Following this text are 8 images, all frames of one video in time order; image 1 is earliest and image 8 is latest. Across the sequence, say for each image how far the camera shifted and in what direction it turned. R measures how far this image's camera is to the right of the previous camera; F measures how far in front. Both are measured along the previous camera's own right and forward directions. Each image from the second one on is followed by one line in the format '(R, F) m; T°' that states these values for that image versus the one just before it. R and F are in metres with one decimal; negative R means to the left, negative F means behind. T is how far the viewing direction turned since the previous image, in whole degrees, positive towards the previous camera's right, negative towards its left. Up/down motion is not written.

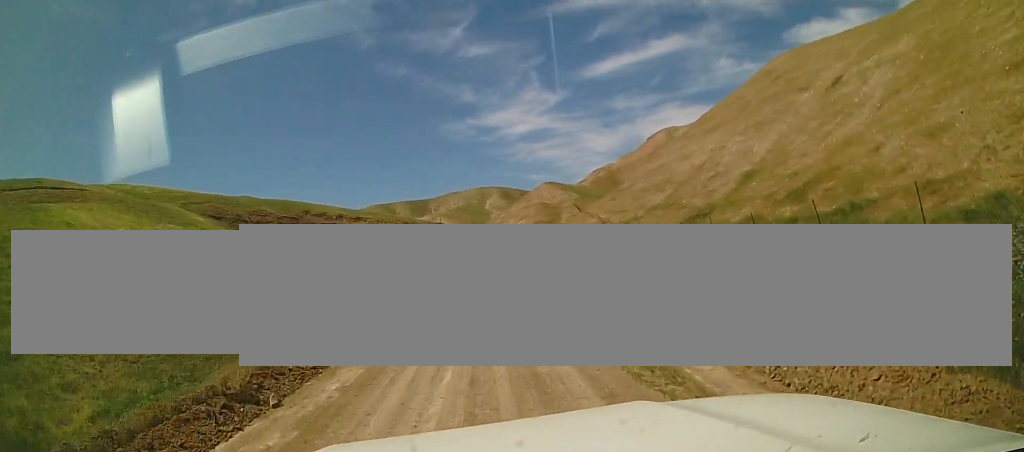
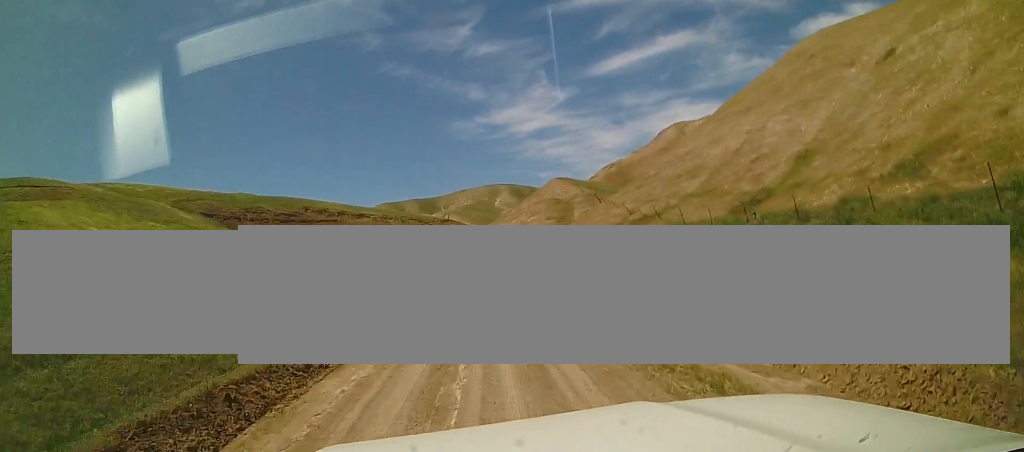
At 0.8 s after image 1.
(-0.2, +6.7) m; -2°
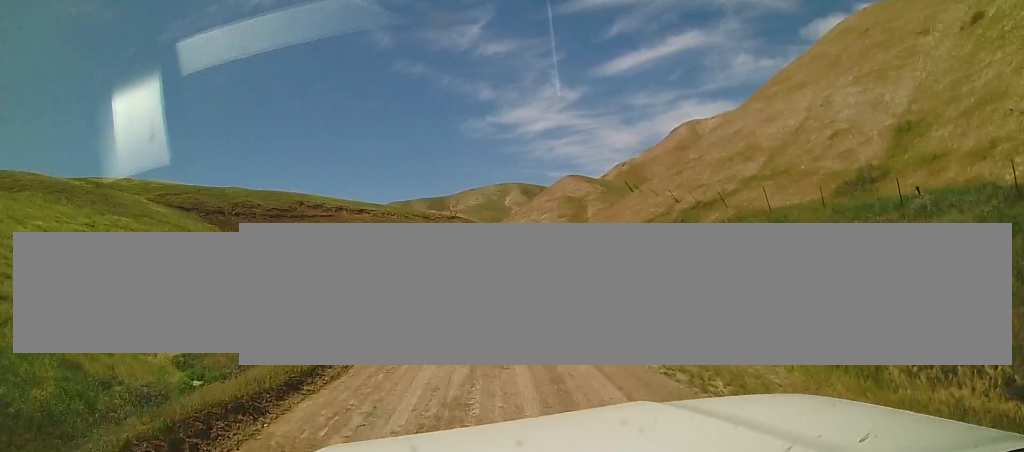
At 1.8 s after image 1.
(-0.2, +9.2) m; +1°
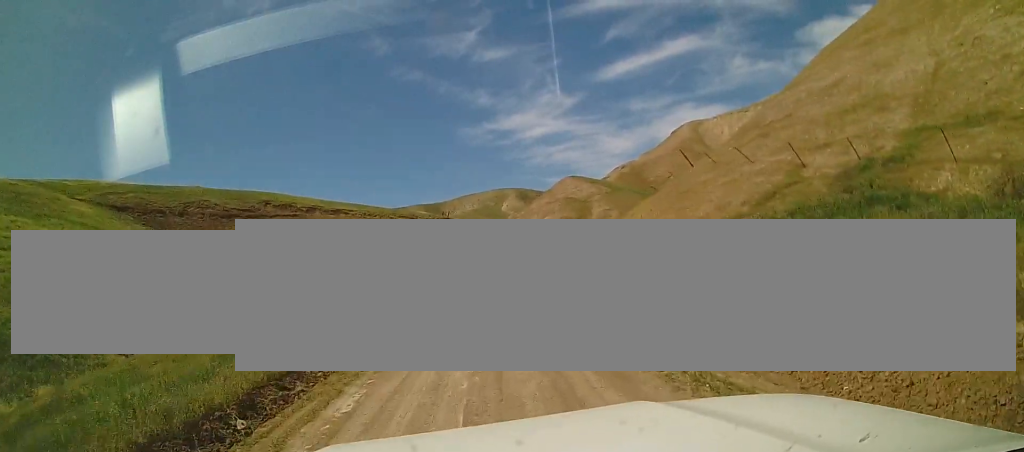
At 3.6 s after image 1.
(0.0, +15.7) m; -3°
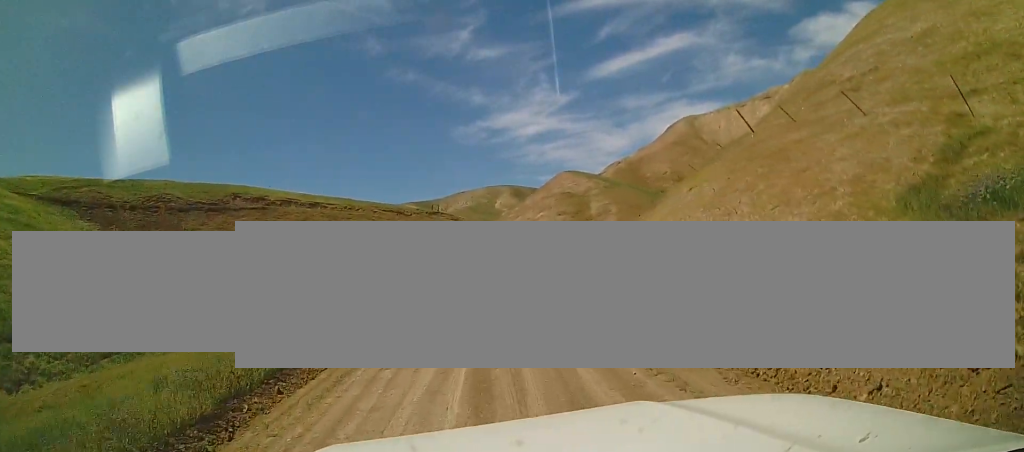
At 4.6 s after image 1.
(-0.2, +9.2) m; 0°
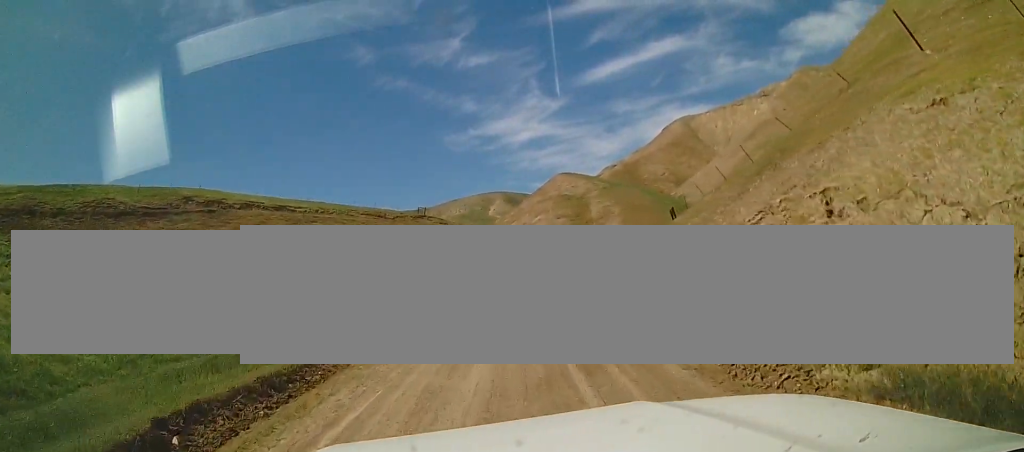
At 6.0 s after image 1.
(+0.3, +12.8) m; +1°
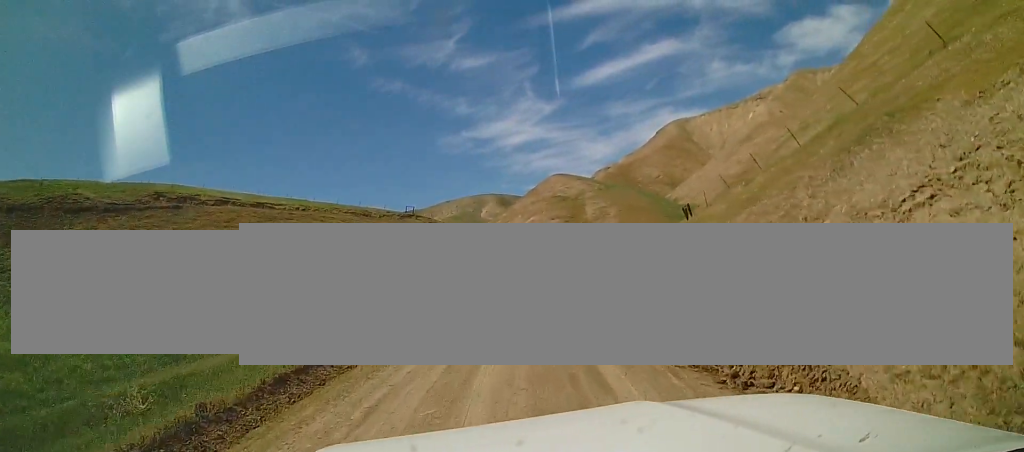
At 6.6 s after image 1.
(0.0, +5.4) m; +3°
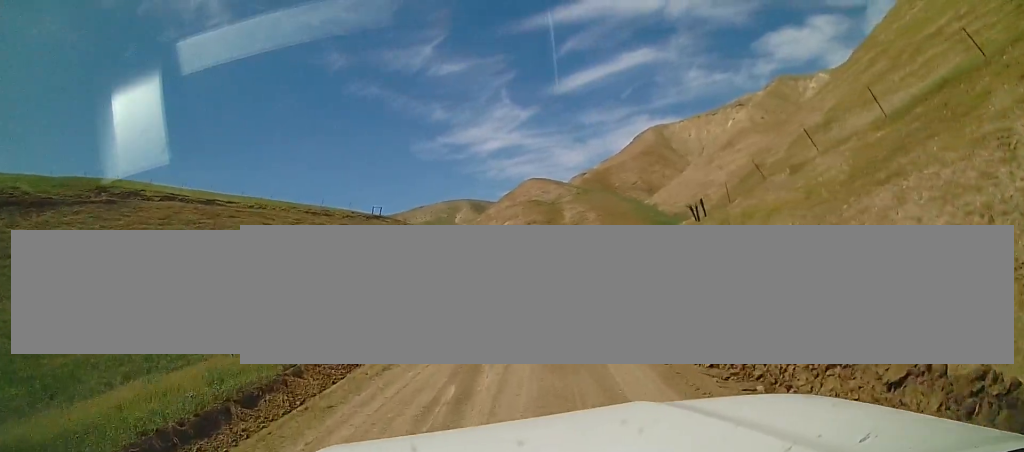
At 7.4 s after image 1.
(+0.2, +7.1) m; +3°
